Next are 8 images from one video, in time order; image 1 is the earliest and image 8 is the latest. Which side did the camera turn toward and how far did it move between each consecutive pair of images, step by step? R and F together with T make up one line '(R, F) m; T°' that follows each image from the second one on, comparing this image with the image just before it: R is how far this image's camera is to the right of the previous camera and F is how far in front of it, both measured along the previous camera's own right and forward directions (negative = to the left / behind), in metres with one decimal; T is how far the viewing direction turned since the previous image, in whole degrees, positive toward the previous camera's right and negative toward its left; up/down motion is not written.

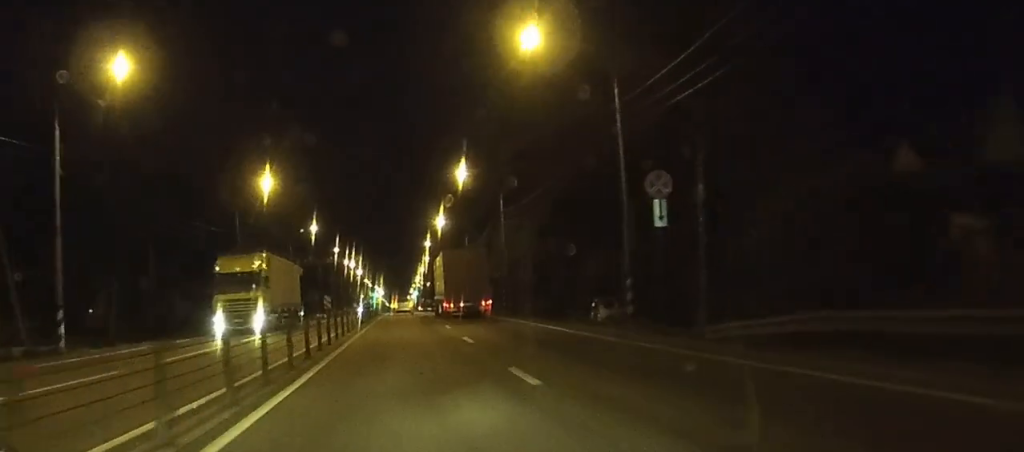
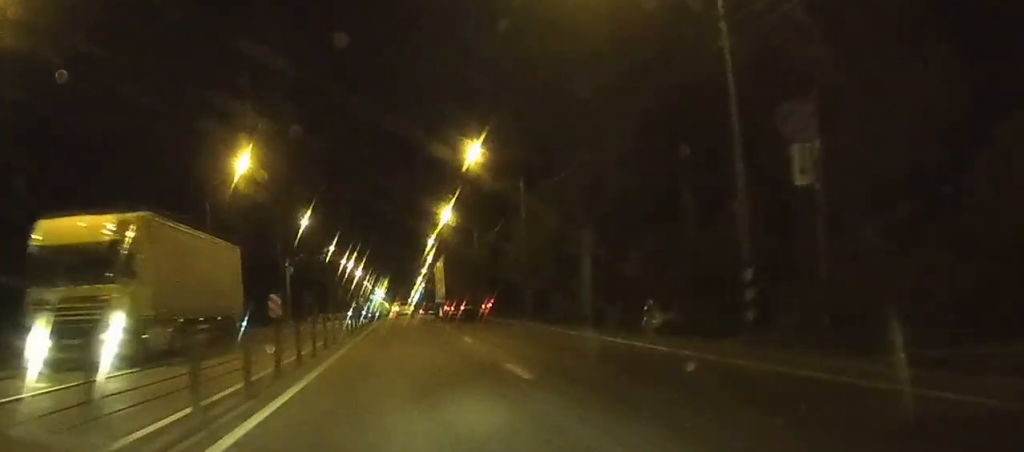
(0.0, +10.8) m; 0°
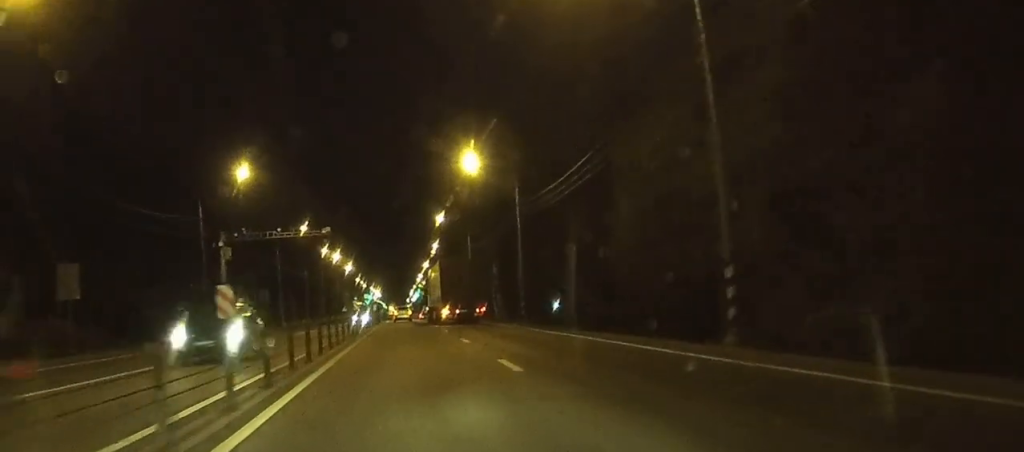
(-0.2, +34.4) m; -1°
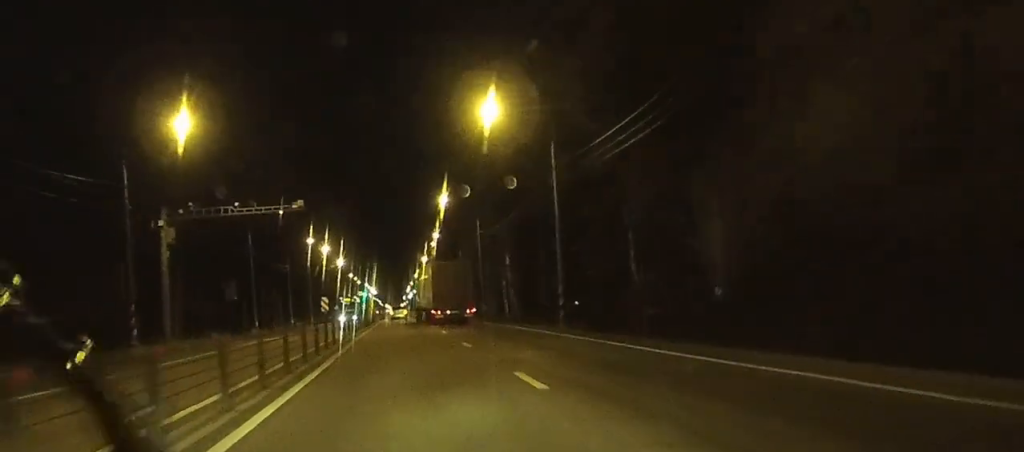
(0.0, +14.9) m; 0°
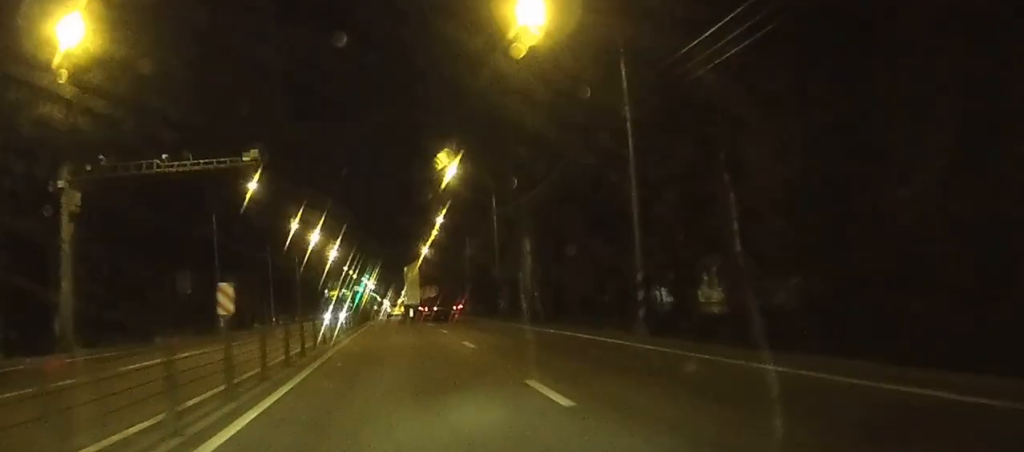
(0.0, +14.3) m; 0°
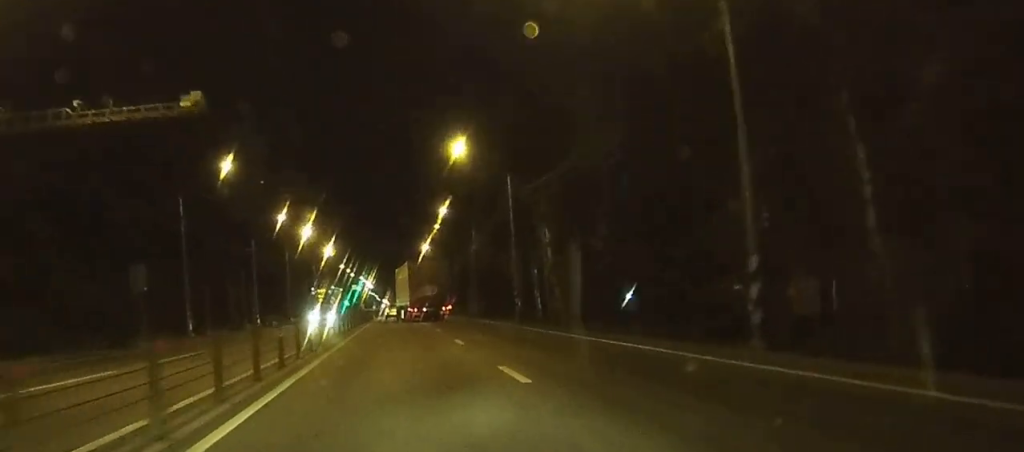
(0.0, +9.3) m; 0°
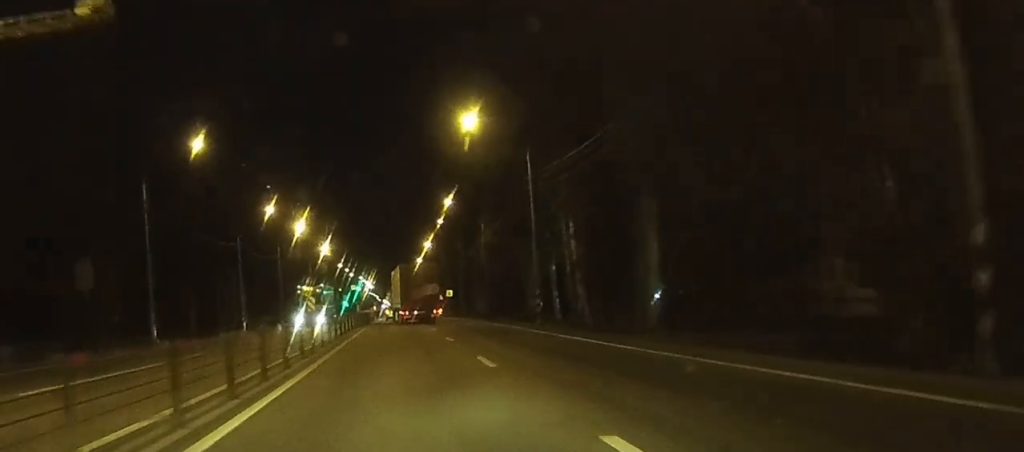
(0.0, +8.0) m; 0°
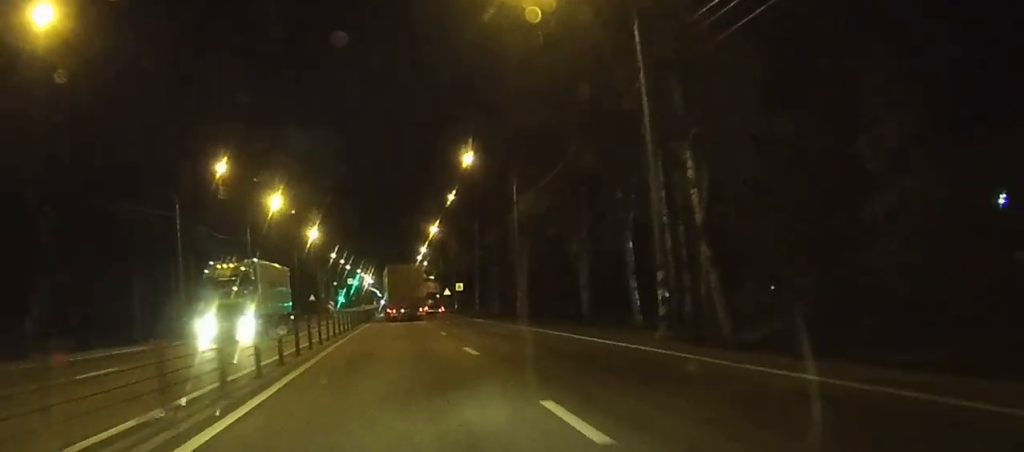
(0.0, +21.5) m; 0°
